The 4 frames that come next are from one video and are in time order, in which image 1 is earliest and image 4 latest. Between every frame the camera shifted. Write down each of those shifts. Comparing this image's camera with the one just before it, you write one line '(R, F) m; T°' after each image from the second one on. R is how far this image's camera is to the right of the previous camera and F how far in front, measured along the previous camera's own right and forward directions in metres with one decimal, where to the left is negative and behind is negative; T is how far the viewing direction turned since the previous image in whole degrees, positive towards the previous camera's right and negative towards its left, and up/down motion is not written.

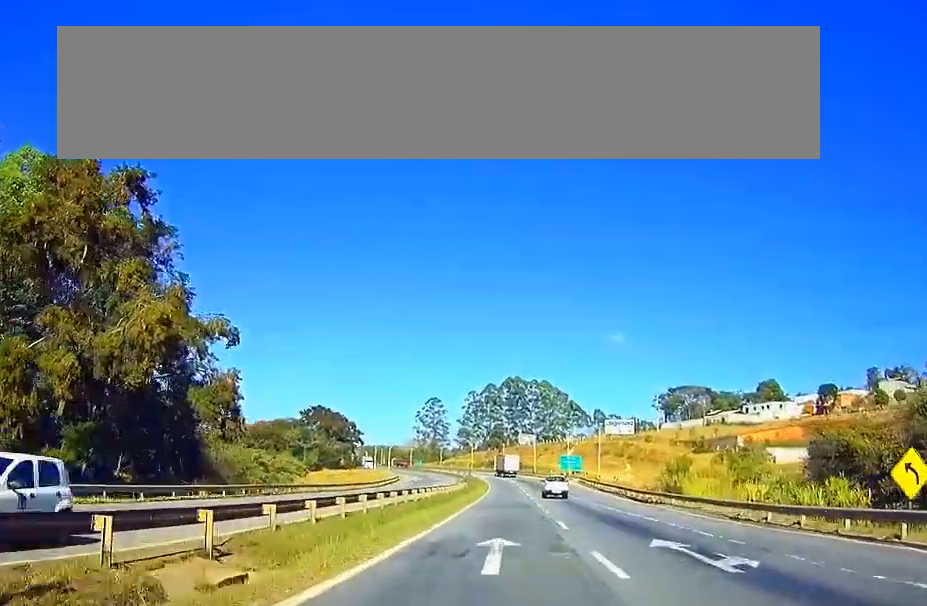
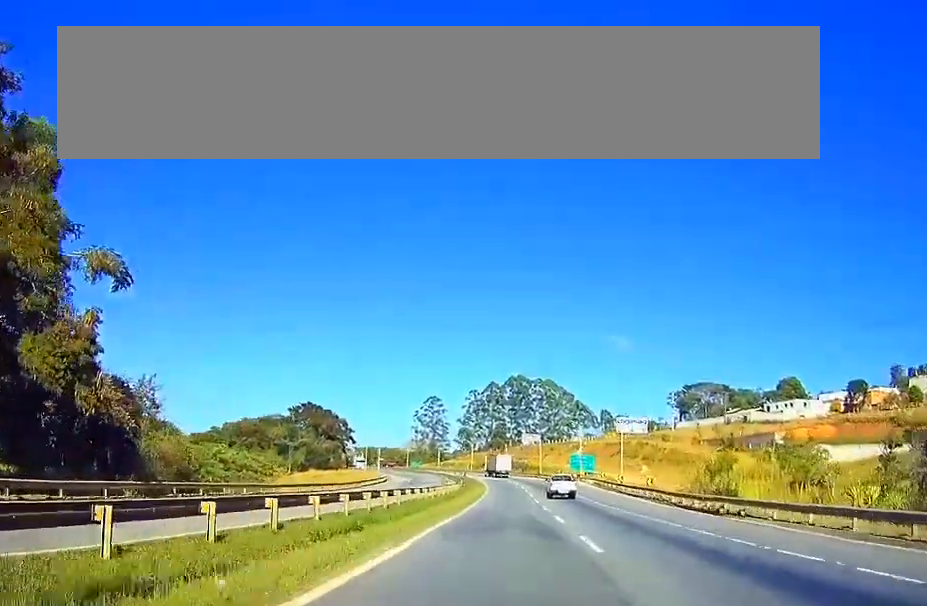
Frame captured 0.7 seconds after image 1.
(0.0, +20.3) m; 0°
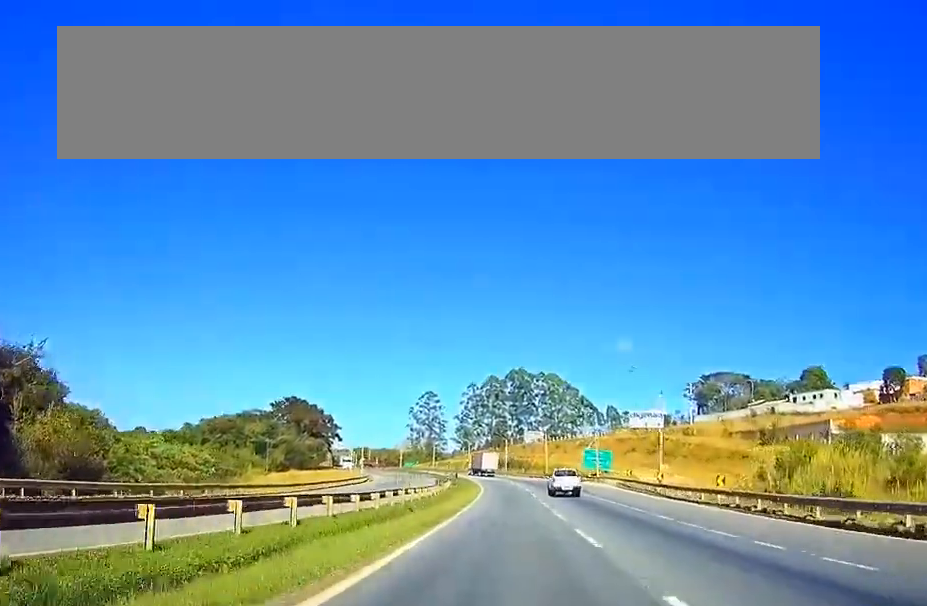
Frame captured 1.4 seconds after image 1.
(0.0, +23.1) m; 0°
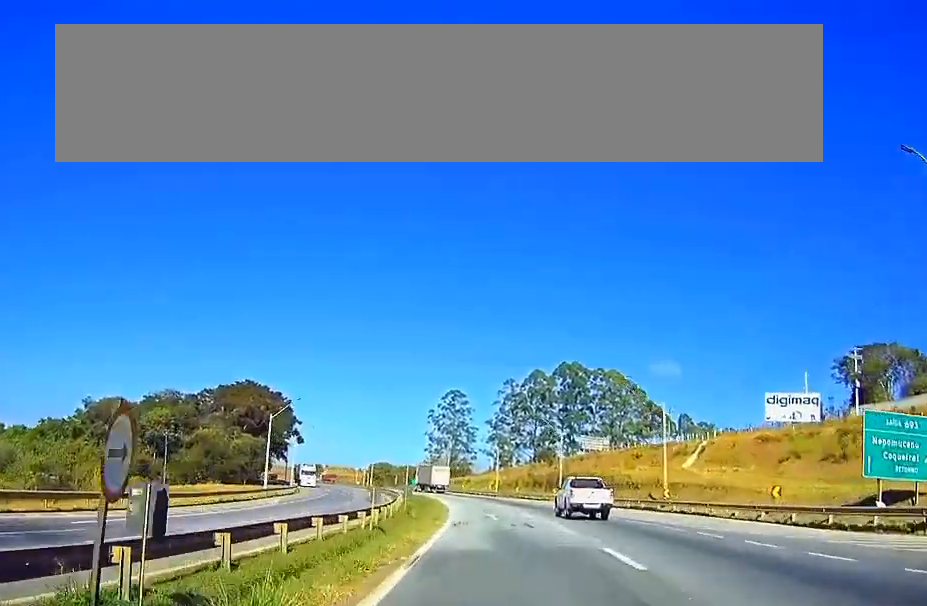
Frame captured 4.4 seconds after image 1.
(-2.4, +86.6) m; -4°
